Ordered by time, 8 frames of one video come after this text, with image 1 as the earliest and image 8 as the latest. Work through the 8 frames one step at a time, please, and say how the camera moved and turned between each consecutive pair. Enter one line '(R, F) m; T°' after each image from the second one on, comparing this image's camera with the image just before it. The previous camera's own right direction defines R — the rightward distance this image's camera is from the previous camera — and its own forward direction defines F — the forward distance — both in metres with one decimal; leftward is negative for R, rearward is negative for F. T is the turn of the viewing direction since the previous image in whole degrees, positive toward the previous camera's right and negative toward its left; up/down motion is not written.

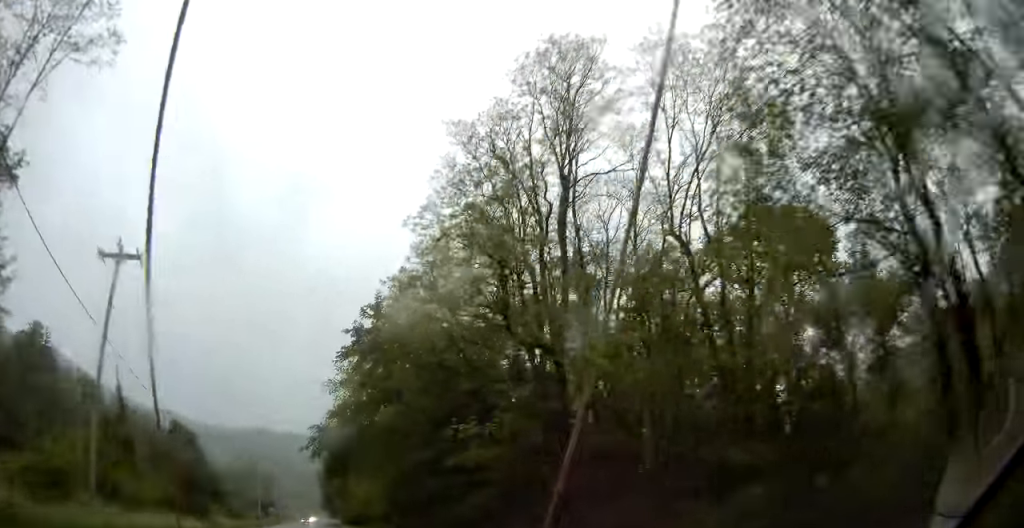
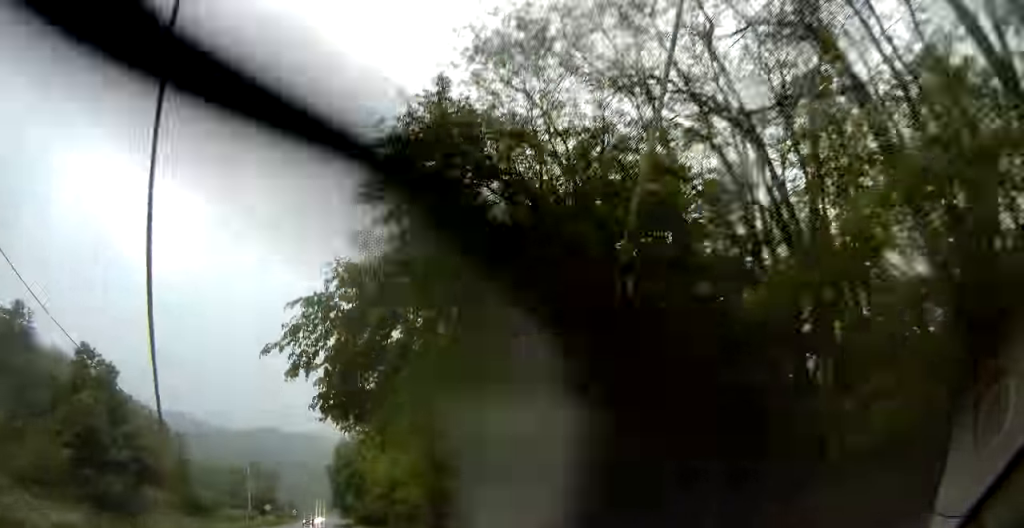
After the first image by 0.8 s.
(-0.1, +19.8) m; -1°
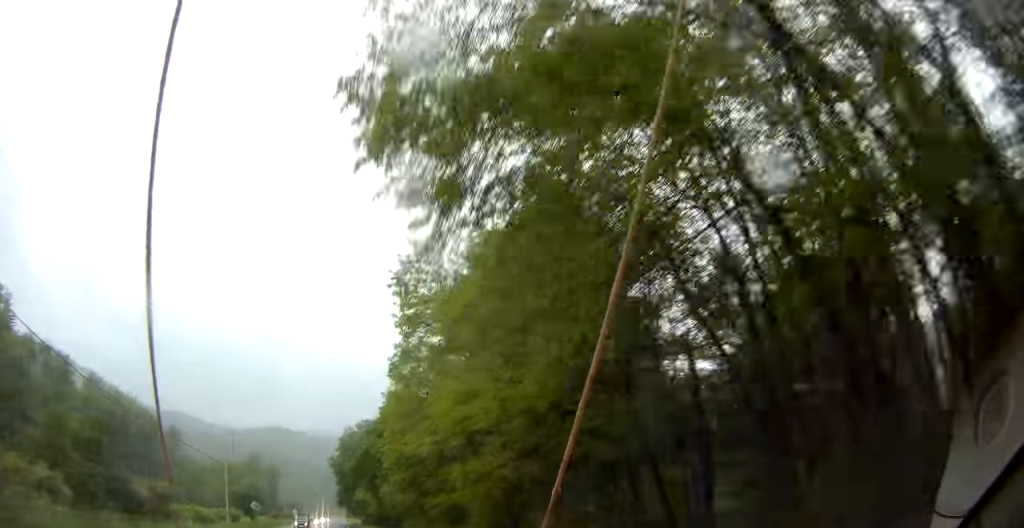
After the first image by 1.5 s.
(+0.1, +17.3) m; -1°
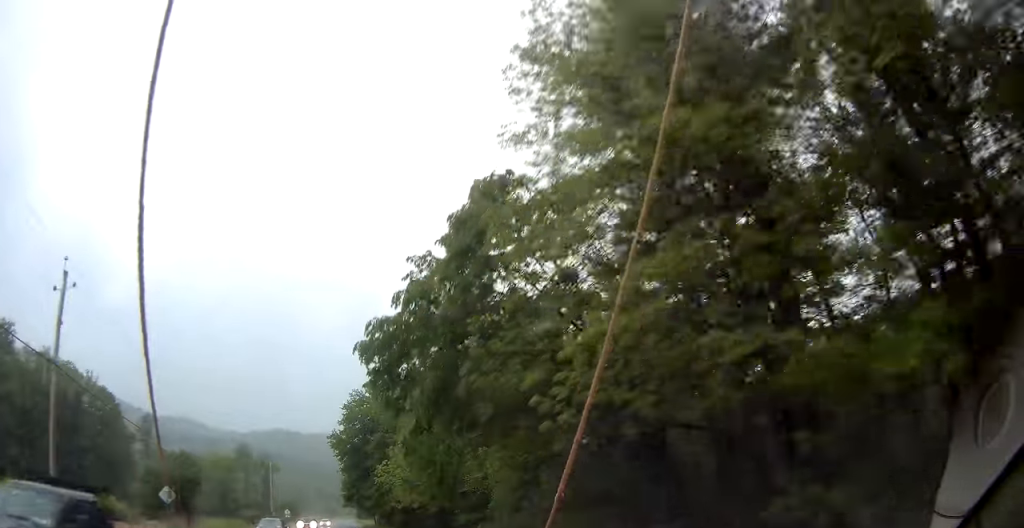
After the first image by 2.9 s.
(-0.9, +35.3) m; -2°
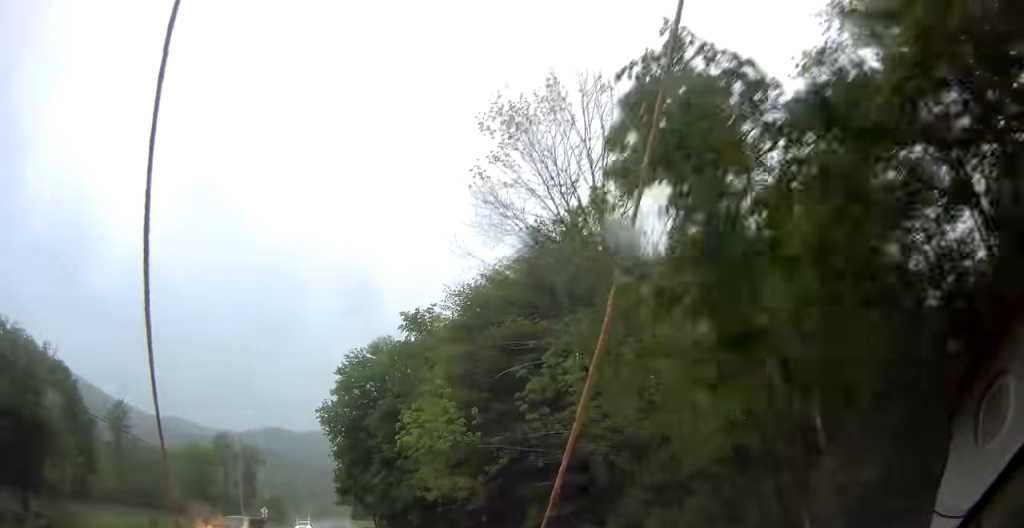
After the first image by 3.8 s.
(-0.1, +21.9) m; 0°
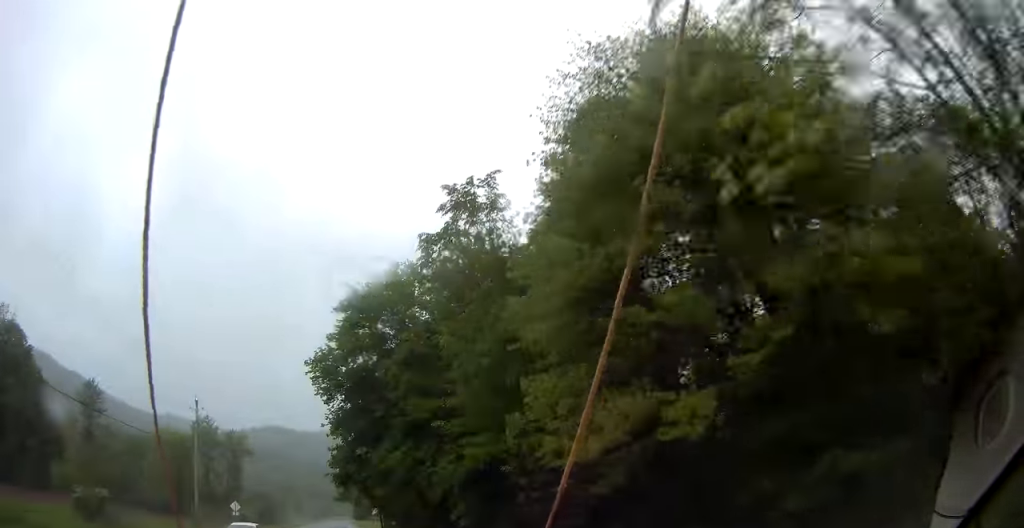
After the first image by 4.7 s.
(0.0, +20.2) m; +1°
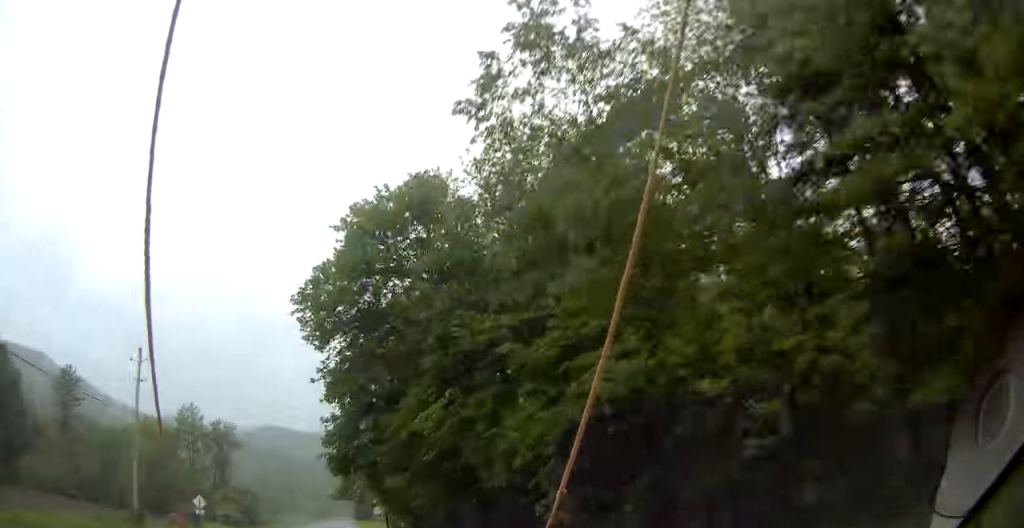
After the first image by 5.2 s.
(+0.2, +13.6) m; 0°
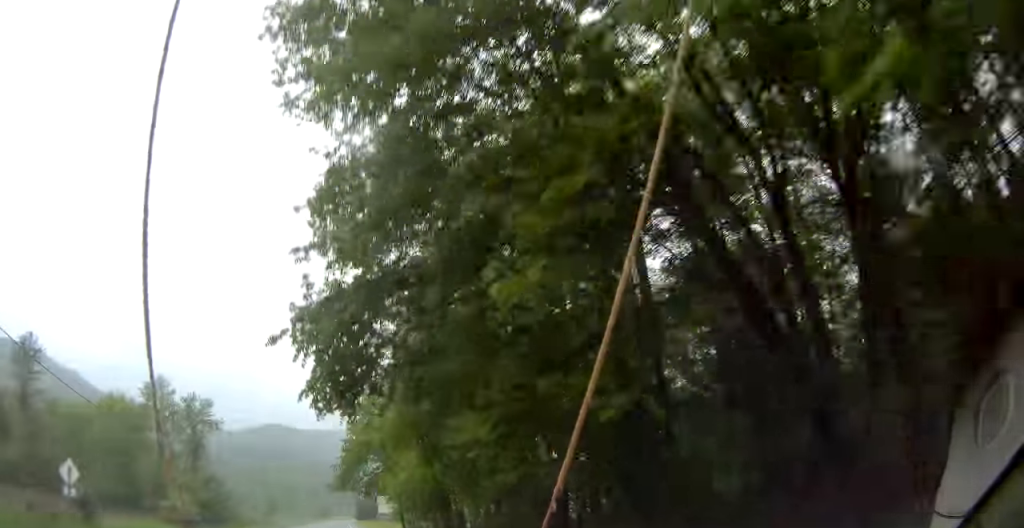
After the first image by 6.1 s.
(-0.1, +20.7) m; 0°
